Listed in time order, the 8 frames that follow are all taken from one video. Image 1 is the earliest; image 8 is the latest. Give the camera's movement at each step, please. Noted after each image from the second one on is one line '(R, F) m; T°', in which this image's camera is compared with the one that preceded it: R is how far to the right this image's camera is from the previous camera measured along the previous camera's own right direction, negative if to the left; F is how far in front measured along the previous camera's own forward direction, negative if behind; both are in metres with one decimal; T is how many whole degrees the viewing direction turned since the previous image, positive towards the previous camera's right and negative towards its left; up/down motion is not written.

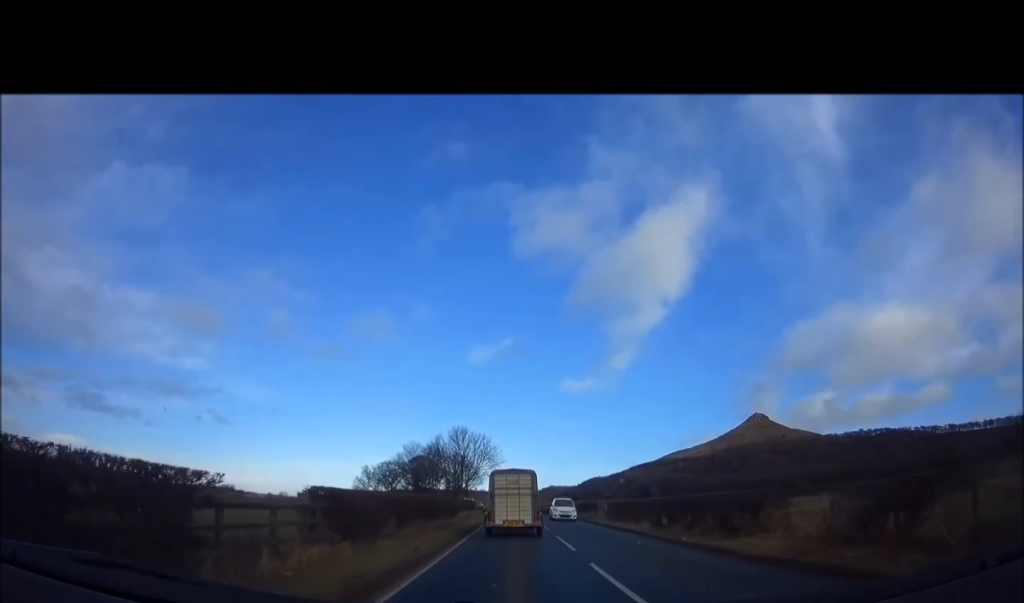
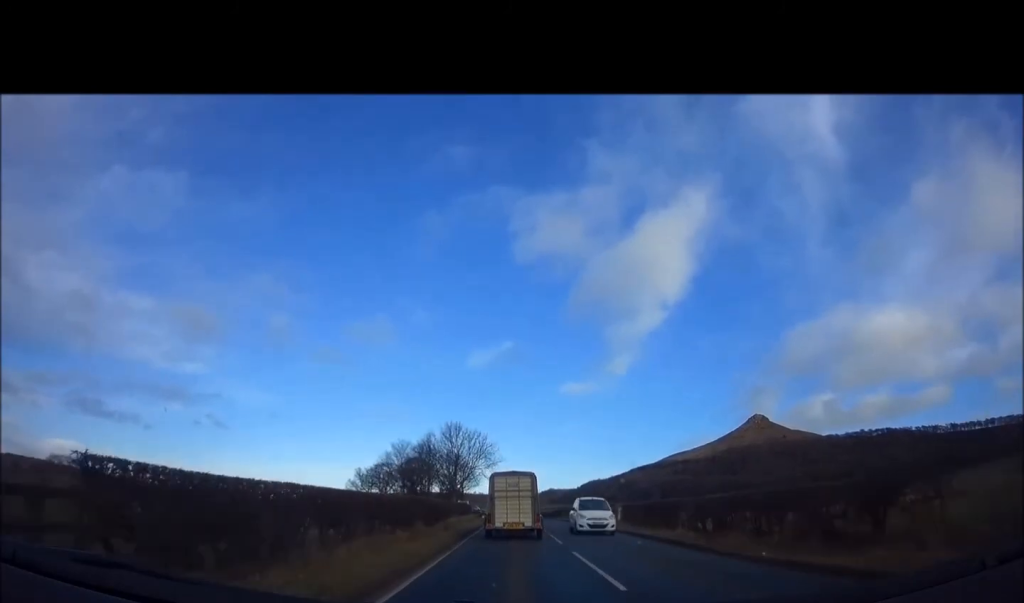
(0.0, +6.2) m; 0°
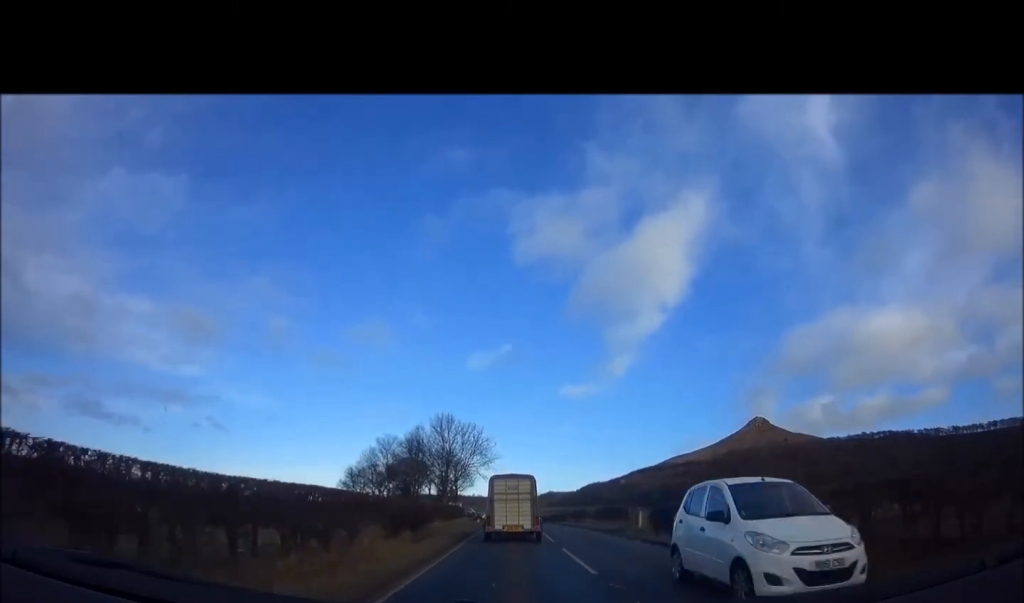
(-0.1, +7.2) m; 0°
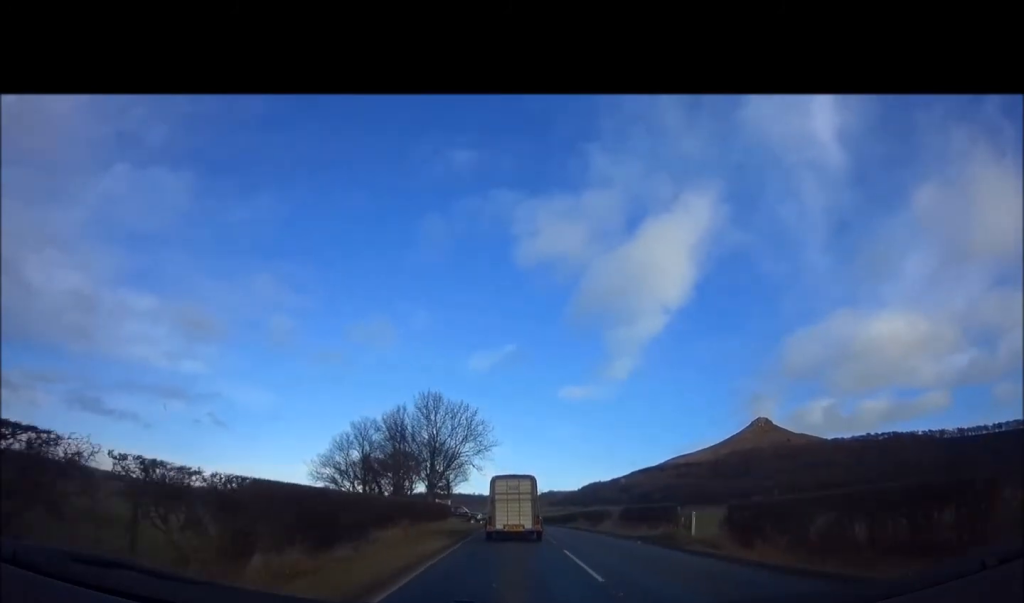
(+0.2, +10.6) m; 0°
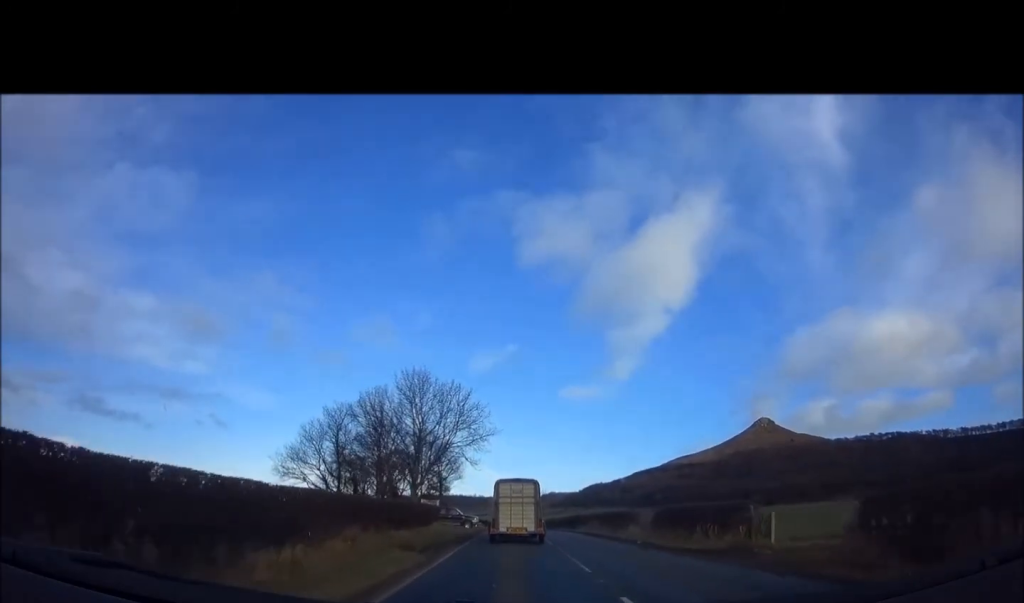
(0.0, +7.2) m; 0°
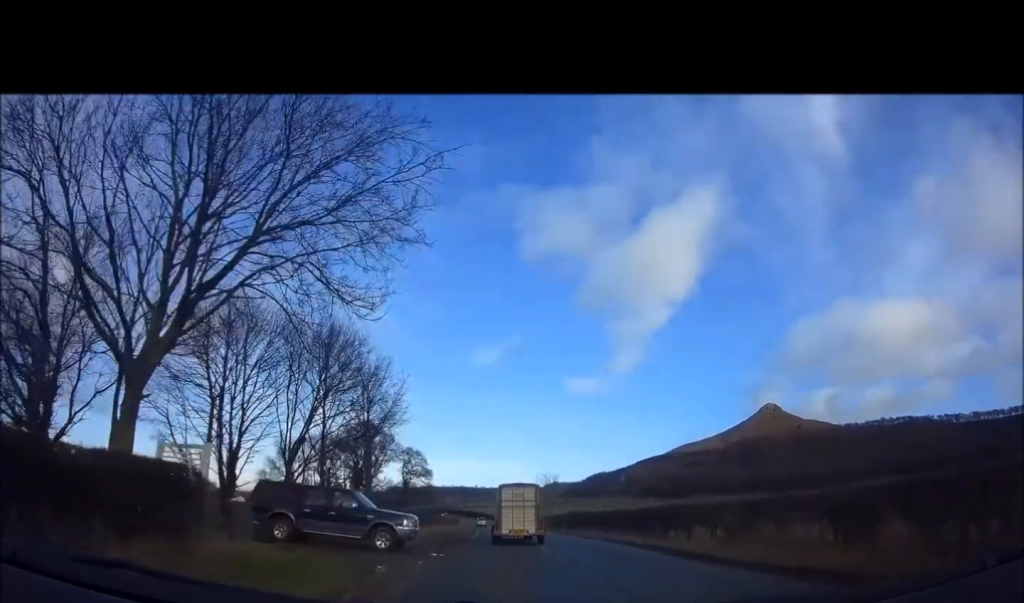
(-0.2, +28.4) m; 0°
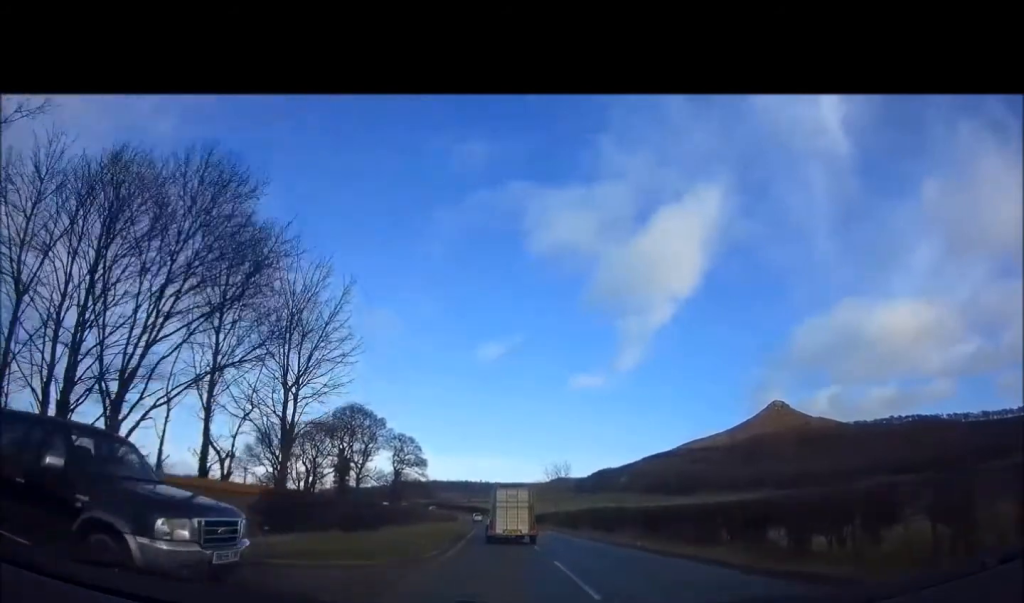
(0.0, +10.3) m; 0°
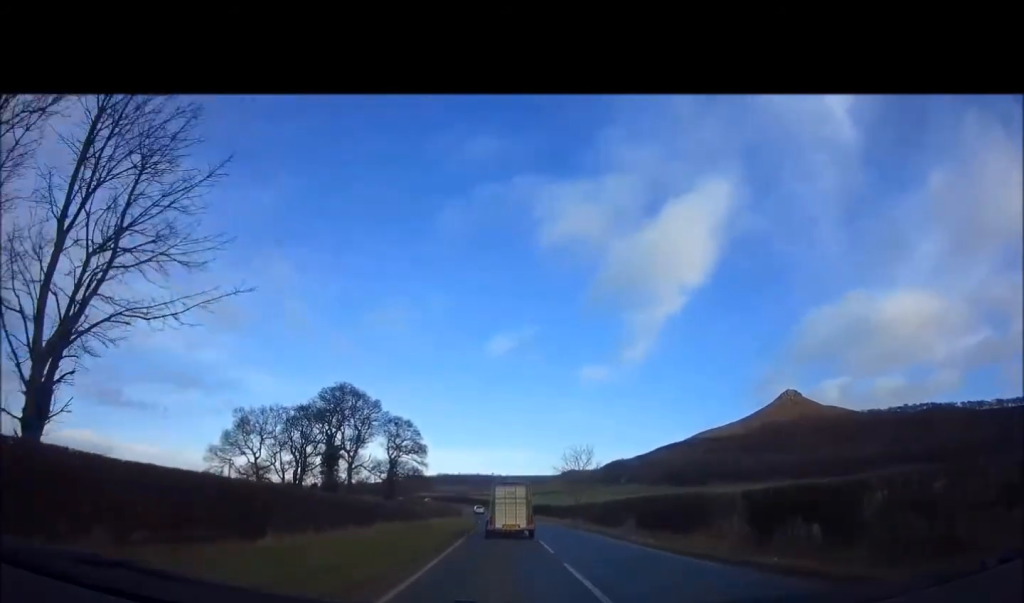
(0.0, +11.0) m; -1°
